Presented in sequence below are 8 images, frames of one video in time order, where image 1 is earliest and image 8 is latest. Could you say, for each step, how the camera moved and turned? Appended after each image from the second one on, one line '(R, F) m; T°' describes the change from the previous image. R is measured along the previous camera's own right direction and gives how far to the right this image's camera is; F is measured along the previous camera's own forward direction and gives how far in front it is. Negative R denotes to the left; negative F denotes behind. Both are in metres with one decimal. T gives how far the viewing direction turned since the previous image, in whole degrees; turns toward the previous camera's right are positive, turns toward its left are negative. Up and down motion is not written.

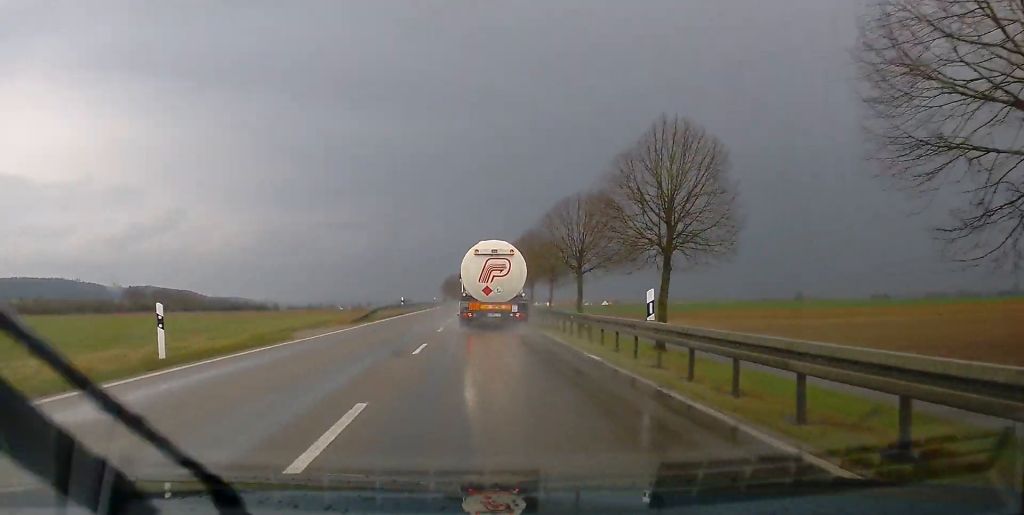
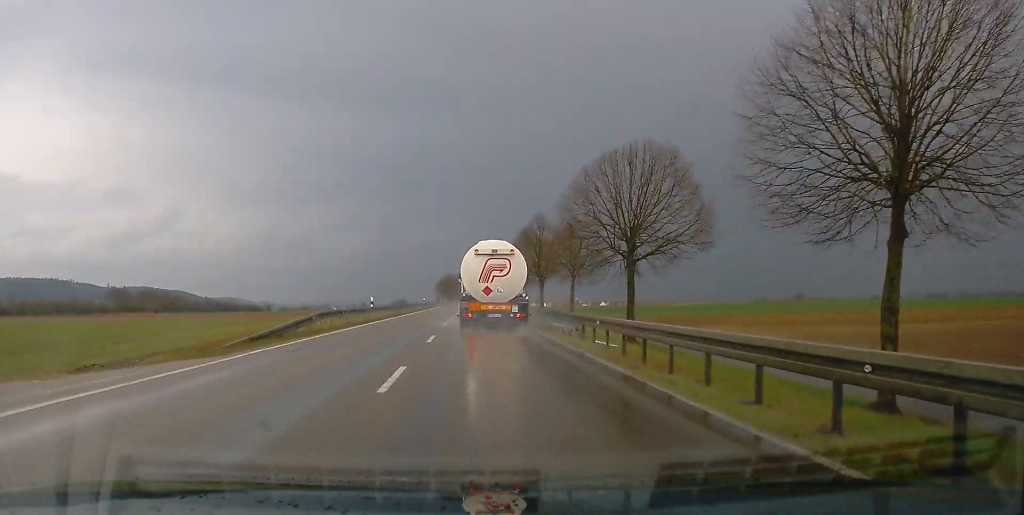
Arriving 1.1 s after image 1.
(-0.1, +18.9) m; 0°
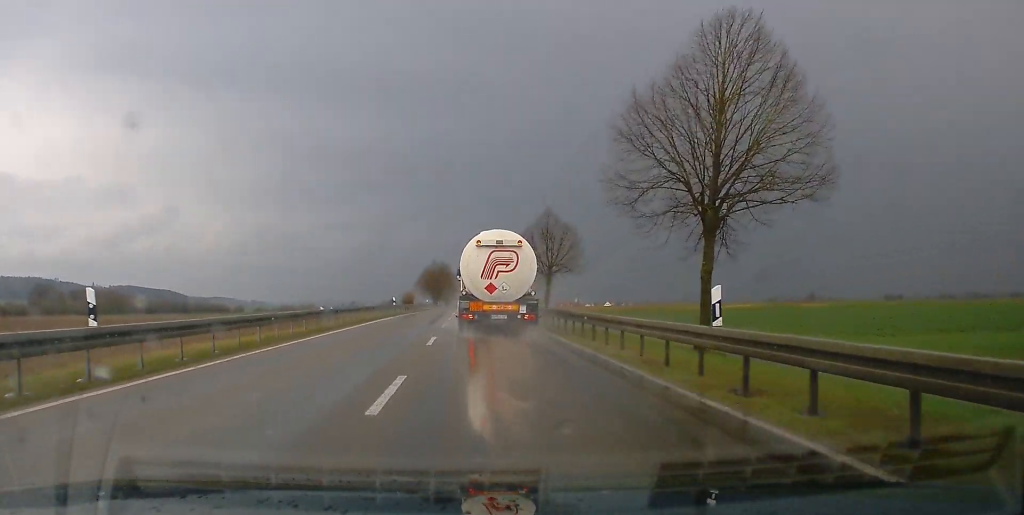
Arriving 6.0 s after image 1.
(+0.9, +82.5) m; 0°
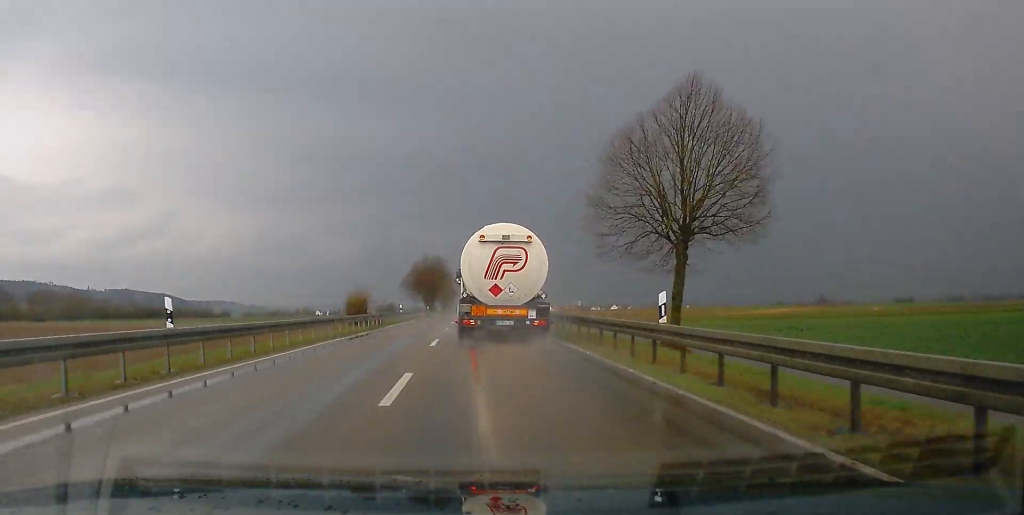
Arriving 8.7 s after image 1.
(0.0, +46.1) m; -1°
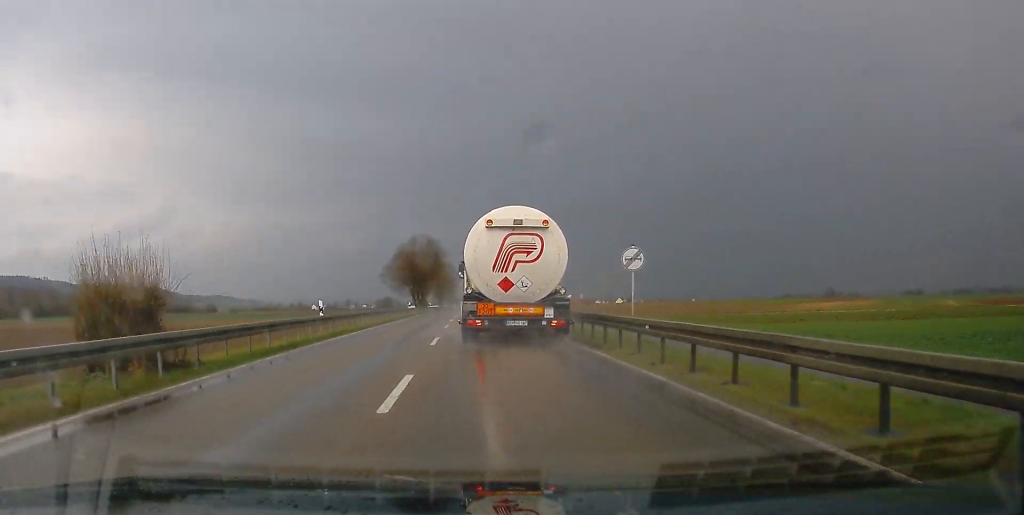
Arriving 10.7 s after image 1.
(-0.3, +38.1) m; -1°
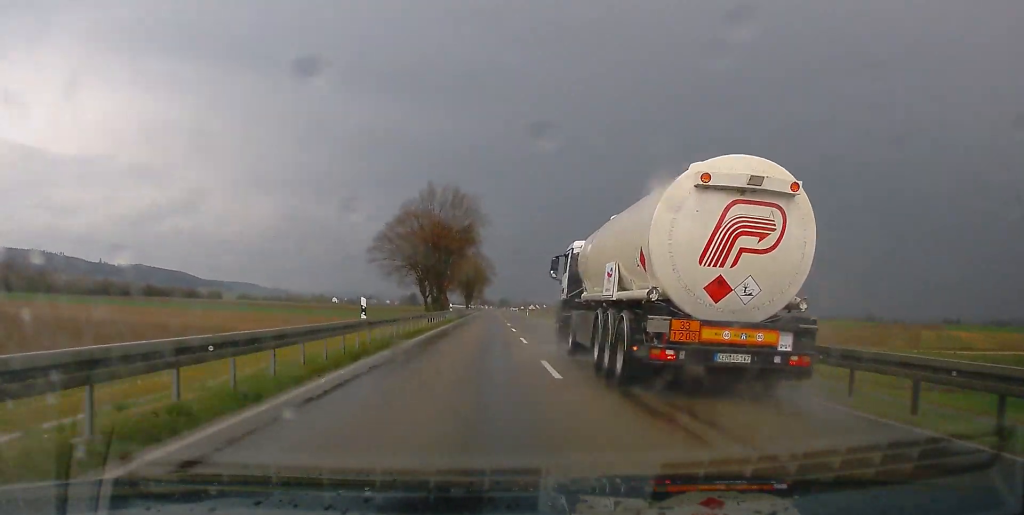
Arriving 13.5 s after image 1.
(-0.3, +61.2) m; +1°
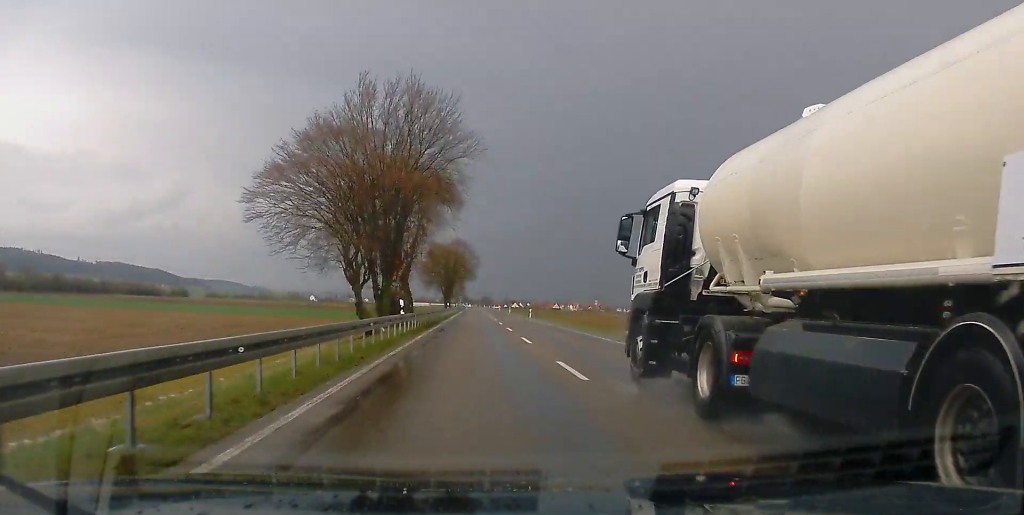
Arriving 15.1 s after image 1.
(+0.3, +37.1) m; +1°
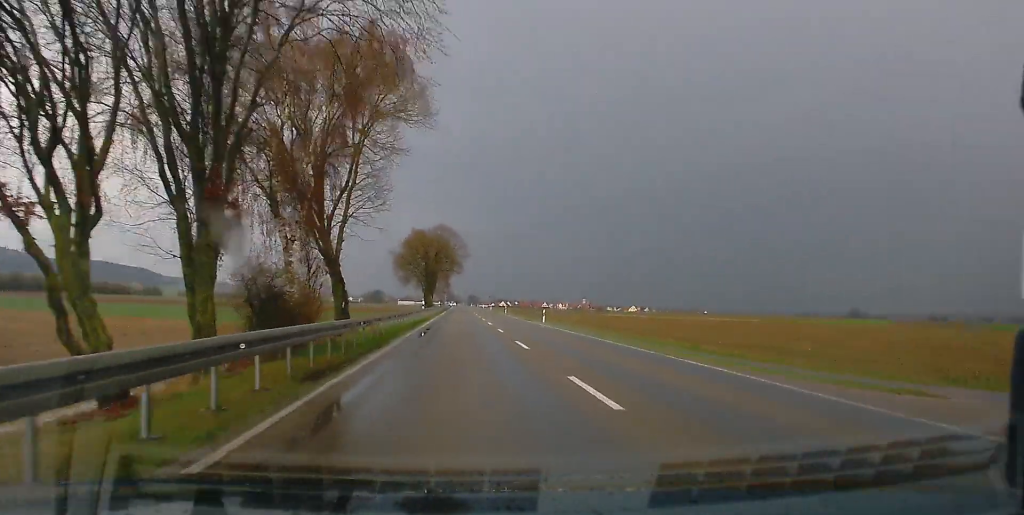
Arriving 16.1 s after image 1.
(+0.3, +26.7) m; 0°
